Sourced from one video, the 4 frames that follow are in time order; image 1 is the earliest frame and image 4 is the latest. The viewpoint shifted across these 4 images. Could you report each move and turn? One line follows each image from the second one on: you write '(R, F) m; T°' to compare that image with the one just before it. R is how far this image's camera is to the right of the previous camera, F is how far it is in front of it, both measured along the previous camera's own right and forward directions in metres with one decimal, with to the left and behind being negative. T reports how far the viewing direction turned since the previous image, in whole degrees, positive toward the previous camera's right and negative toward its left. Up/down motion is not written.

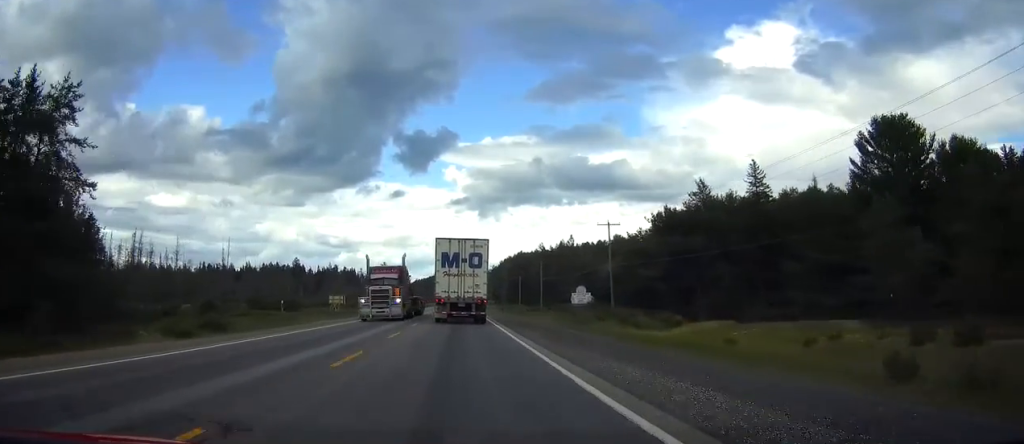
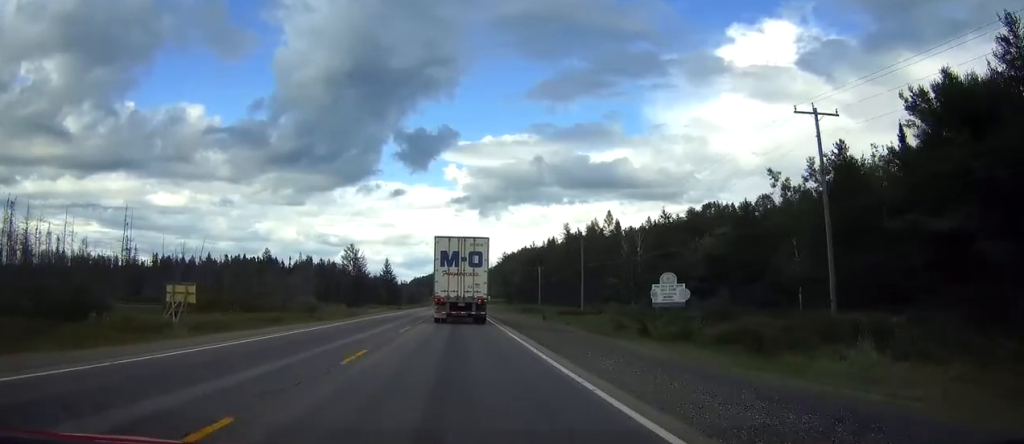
(0.0, +53.2) m; 0°
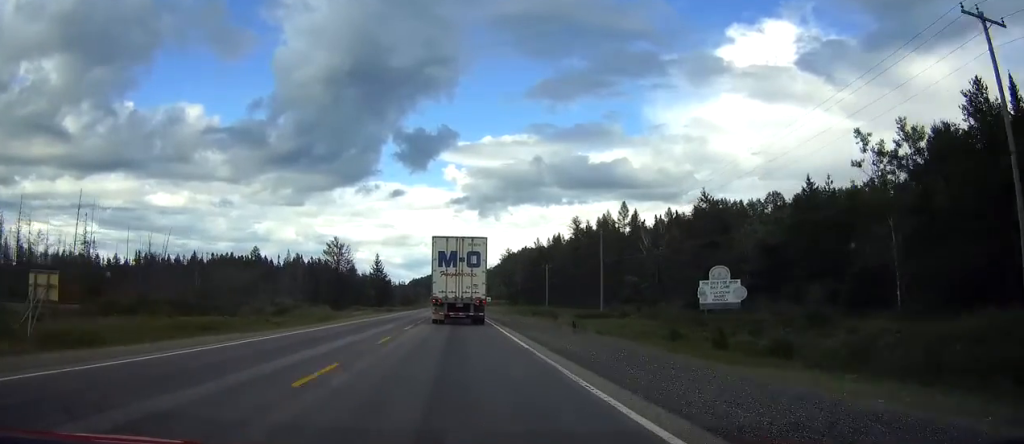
(0.0, +15.2) m; 0°
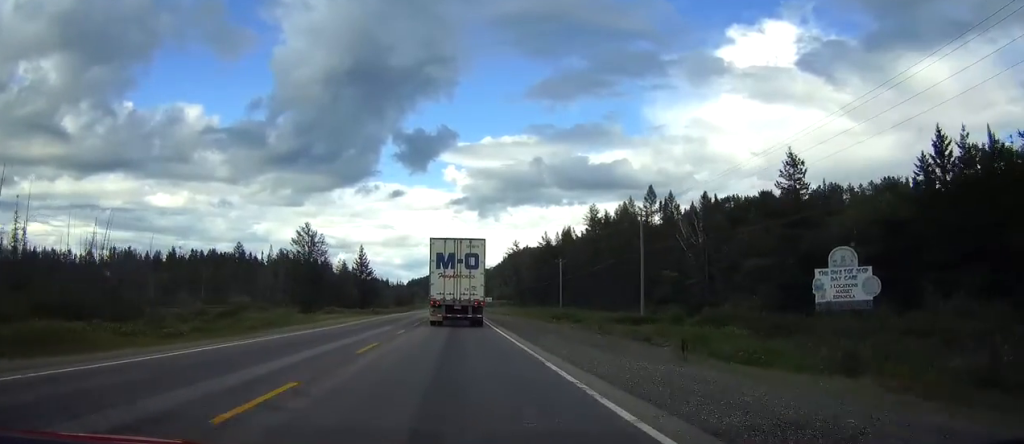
(0.0, +20.6) m; 0°
